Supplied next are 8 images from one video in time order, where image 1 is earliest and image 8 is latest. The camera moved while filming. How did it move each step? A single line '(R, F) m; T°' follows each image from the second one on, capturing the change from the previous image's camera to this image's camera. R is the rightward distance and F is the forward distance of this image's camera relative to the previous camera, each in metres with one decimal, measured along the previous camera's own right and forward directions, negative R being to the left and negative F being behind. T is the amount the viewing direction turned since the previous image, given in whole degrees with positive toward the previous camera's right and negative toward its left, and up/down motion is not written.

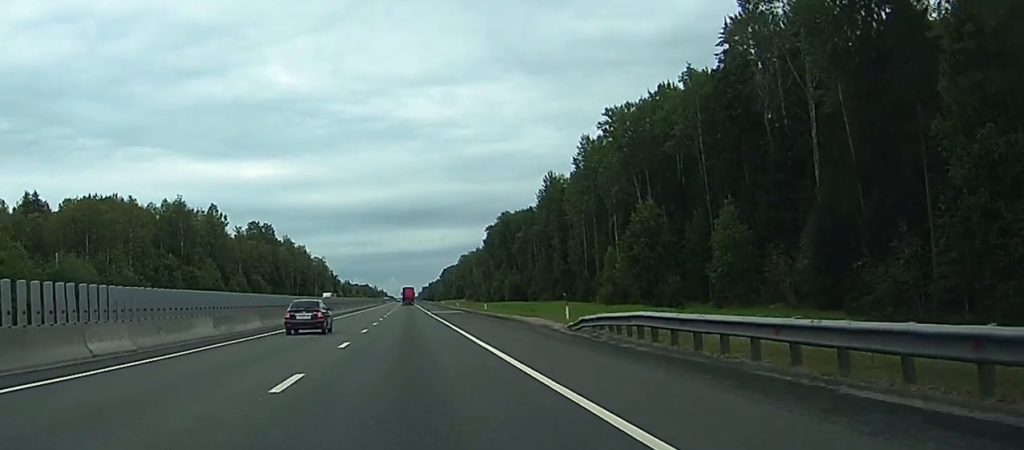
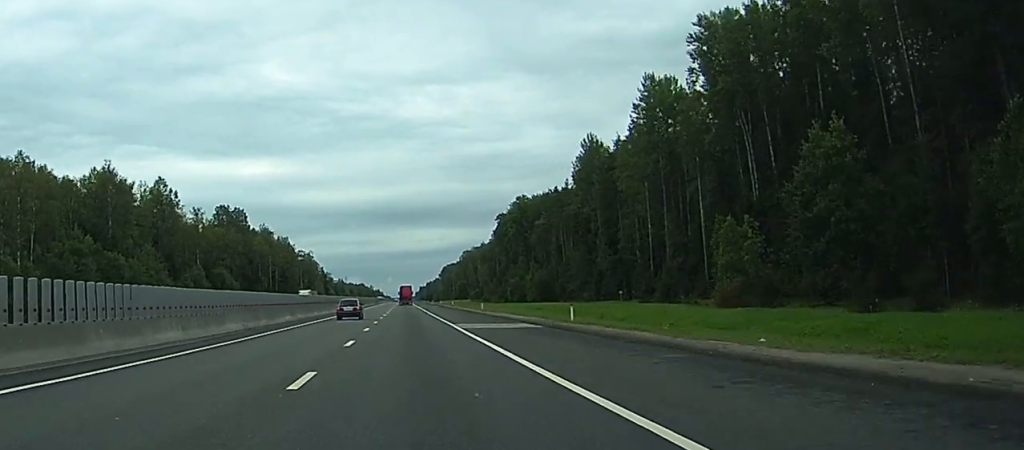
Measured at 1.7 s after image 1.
(-1.8, +46.9) m; -1°
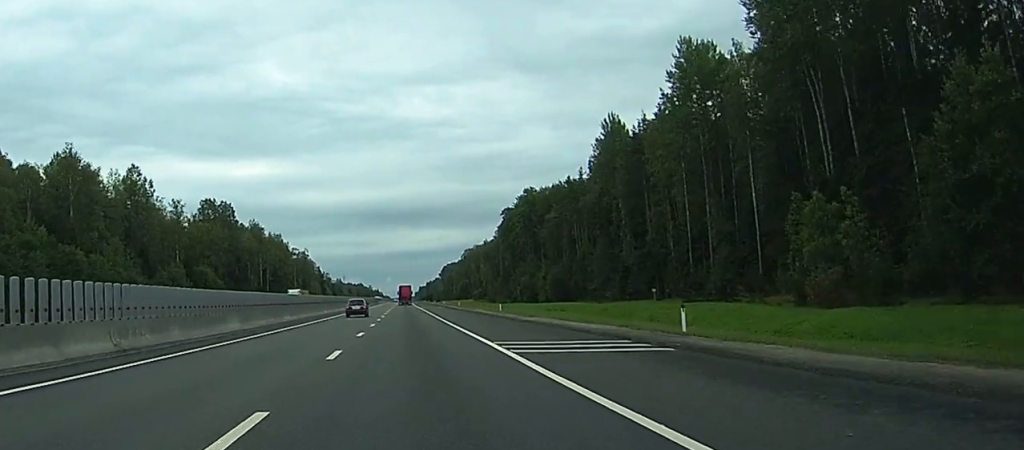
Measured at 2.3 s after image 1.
(+0.3, +17.5) m; +1°
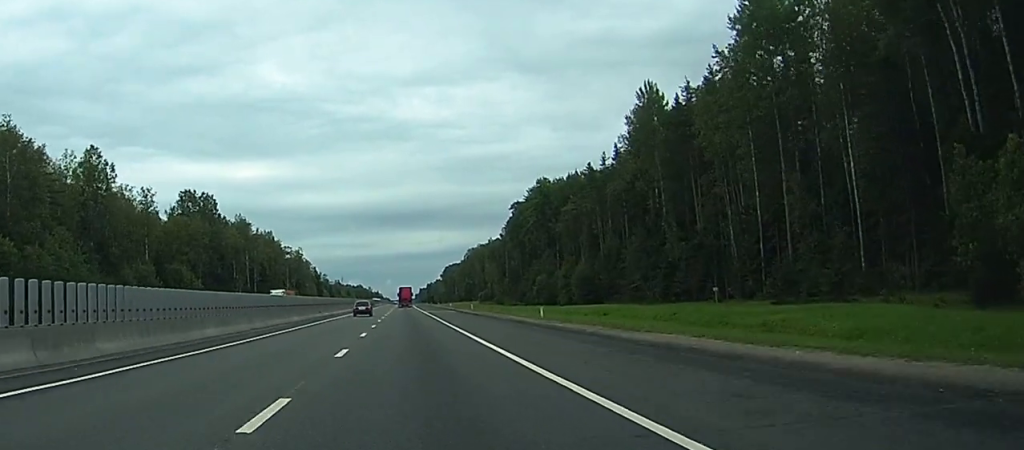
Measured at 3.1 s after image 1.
(+0.2, +22.1) m; 0°
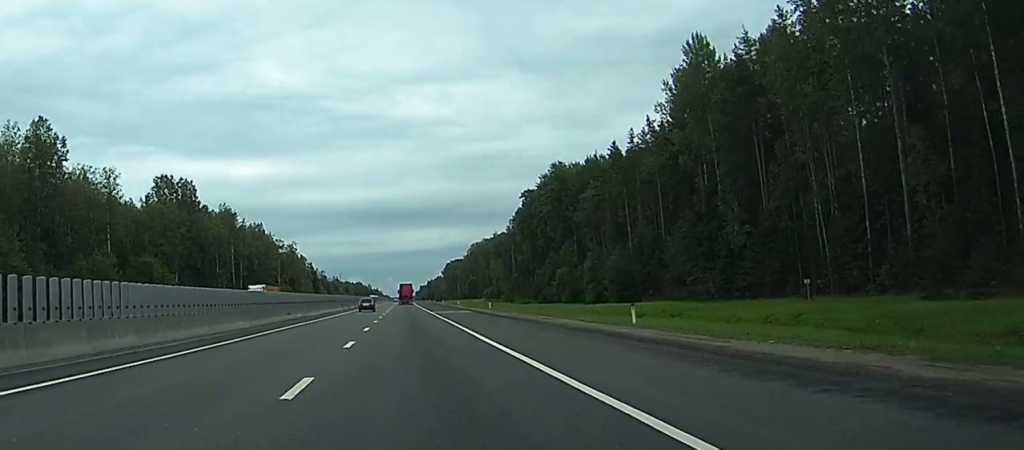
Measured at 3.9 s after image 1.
(-0.1, +21.1) m; 0°
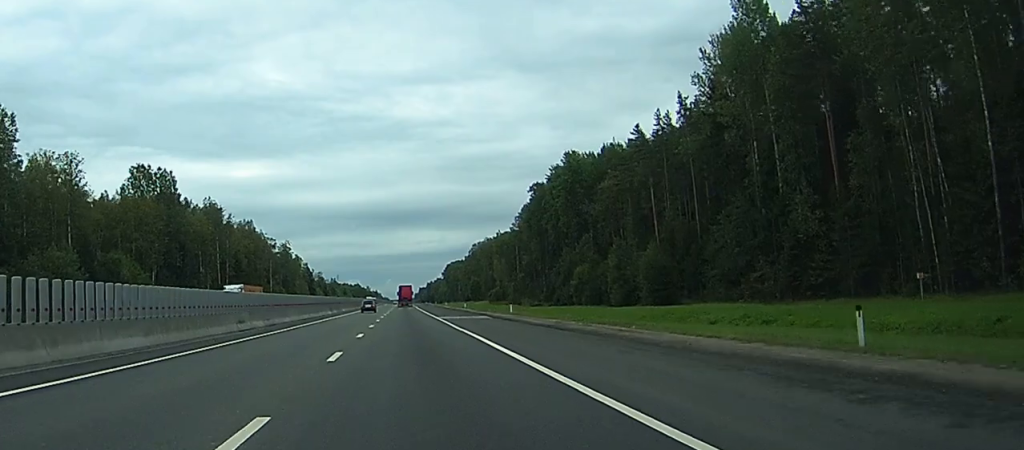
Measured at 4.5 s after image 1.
(0.0, +16.5) m; 0°
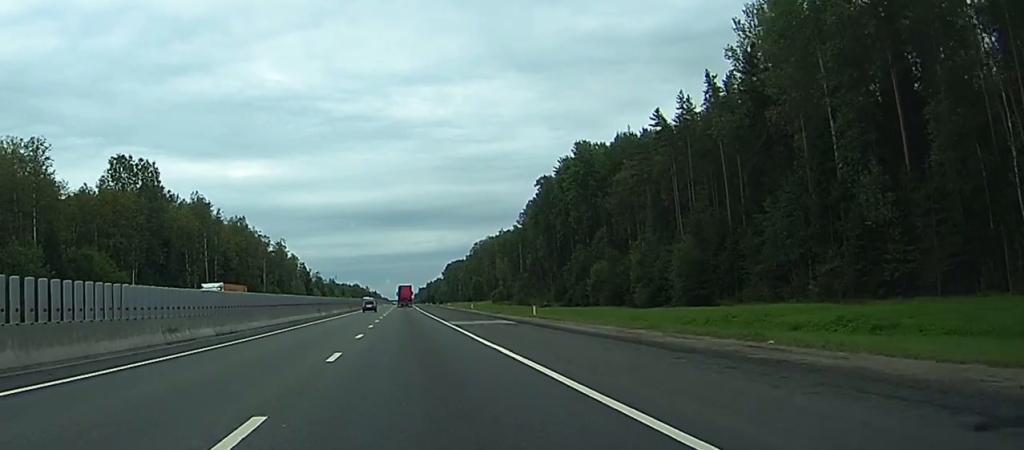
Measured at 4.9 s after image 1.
(0.0, +11.8) m; 0°
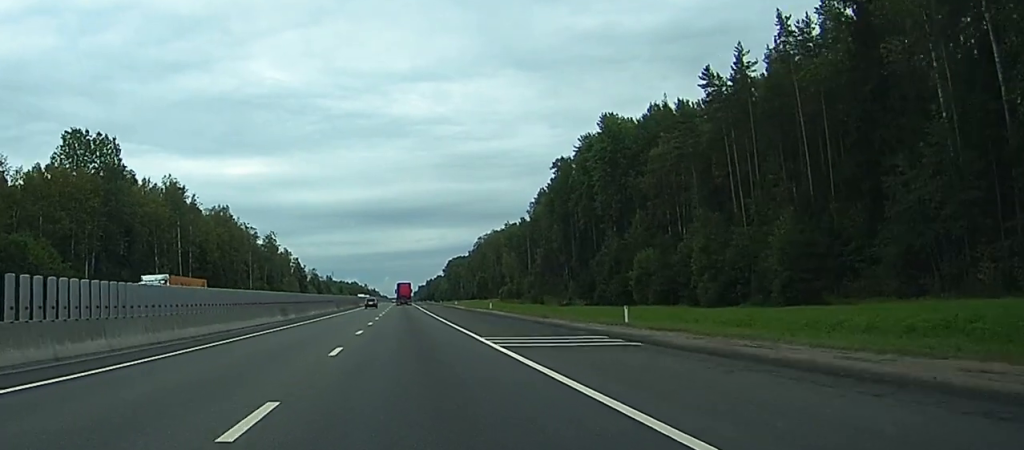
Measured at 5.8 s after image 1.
(0.0, +22.7) m; 0°
